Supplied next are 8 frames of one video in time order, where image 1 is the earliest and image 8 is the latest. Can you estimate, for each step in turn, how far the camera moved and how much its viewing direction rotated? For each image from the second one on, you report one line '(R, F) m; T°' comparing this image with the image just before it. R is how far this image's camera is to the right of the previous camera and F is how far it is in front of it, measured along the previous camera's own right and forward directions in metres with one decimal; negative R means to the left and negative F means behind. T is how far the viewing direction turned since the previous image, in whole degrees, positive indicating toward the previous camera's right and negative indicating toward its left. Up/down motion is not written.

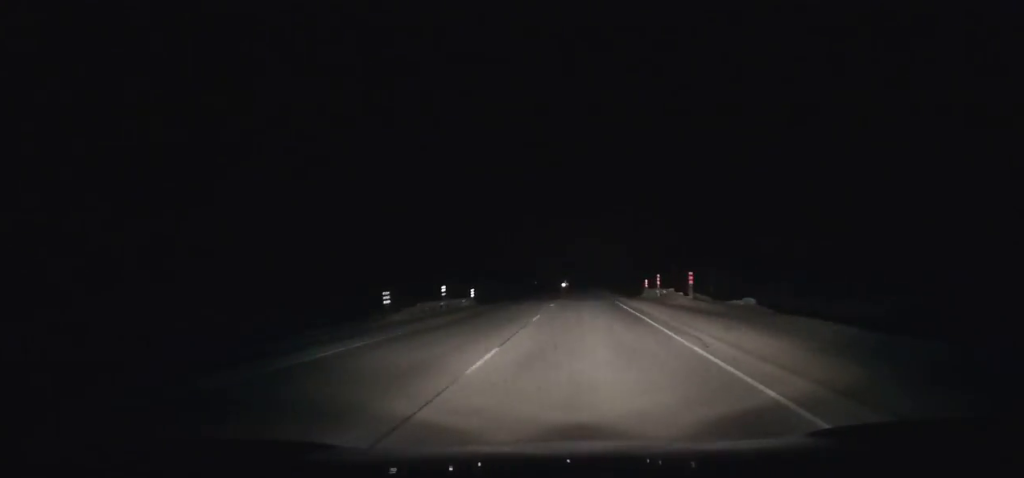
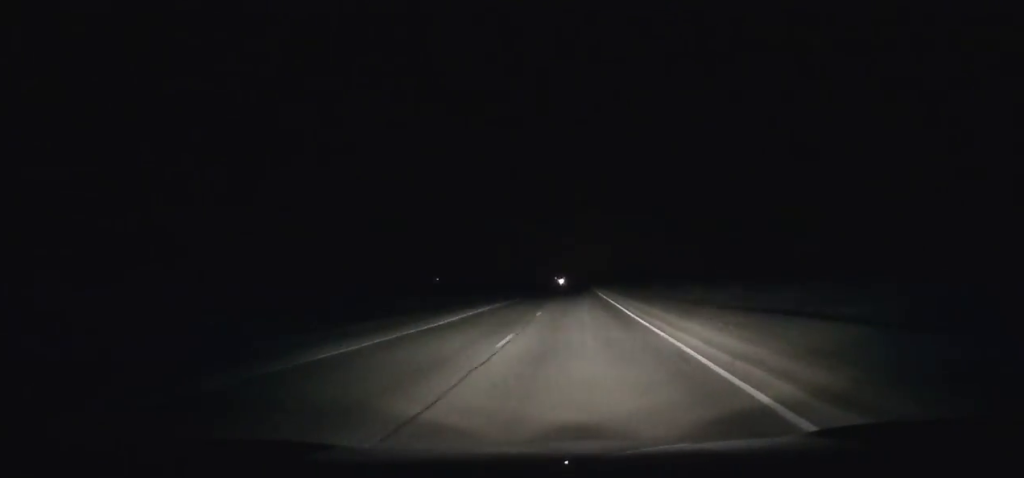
(-0.5, +127.7) m; 0°
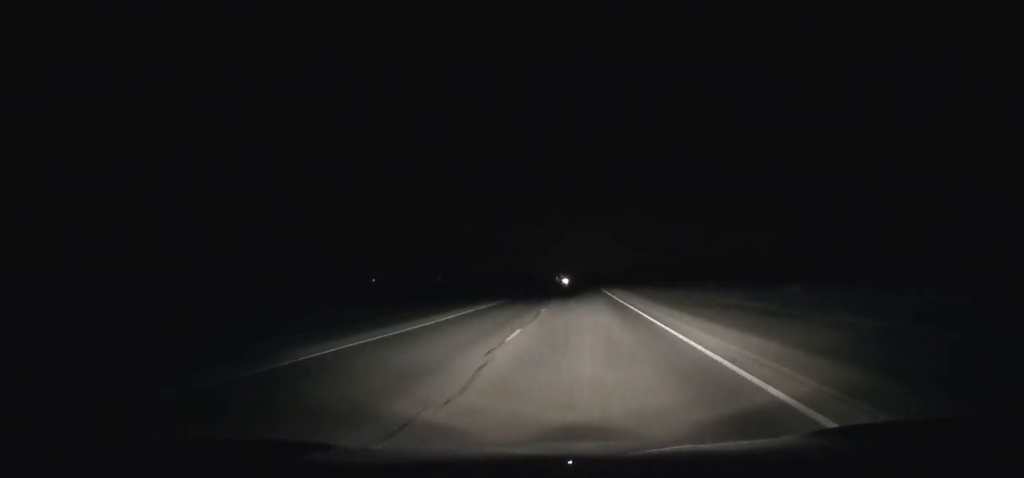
(0.0, +46.8) m; 0°
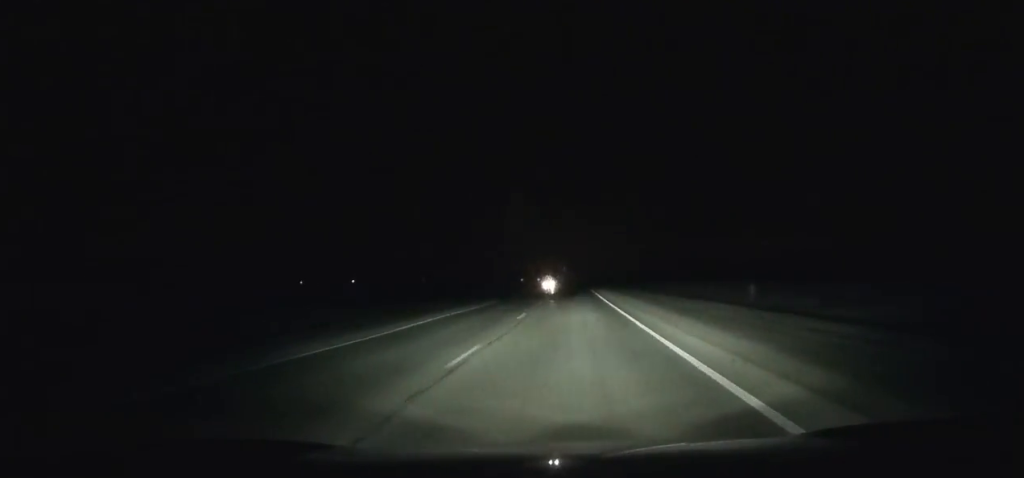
(+0.8, +146.6) m; 0°
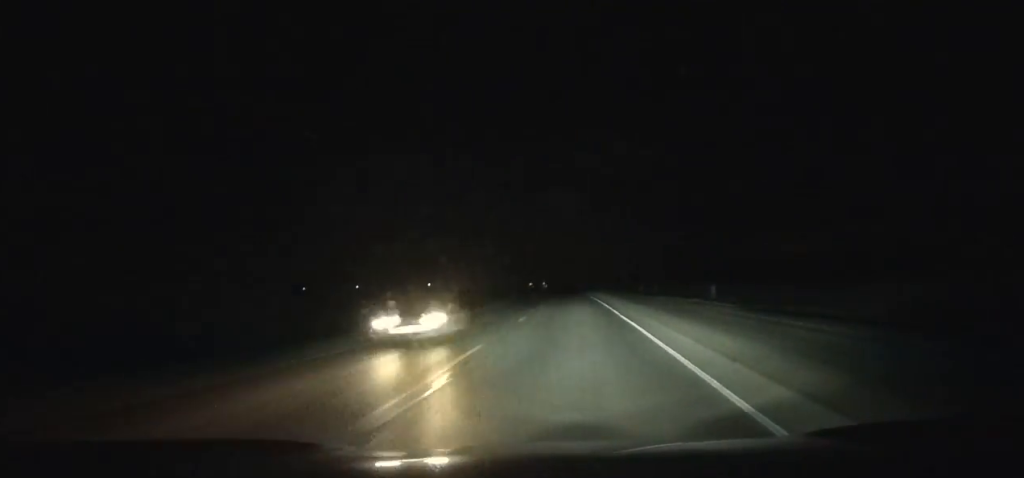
(-0.1, +58.7) m; -1°
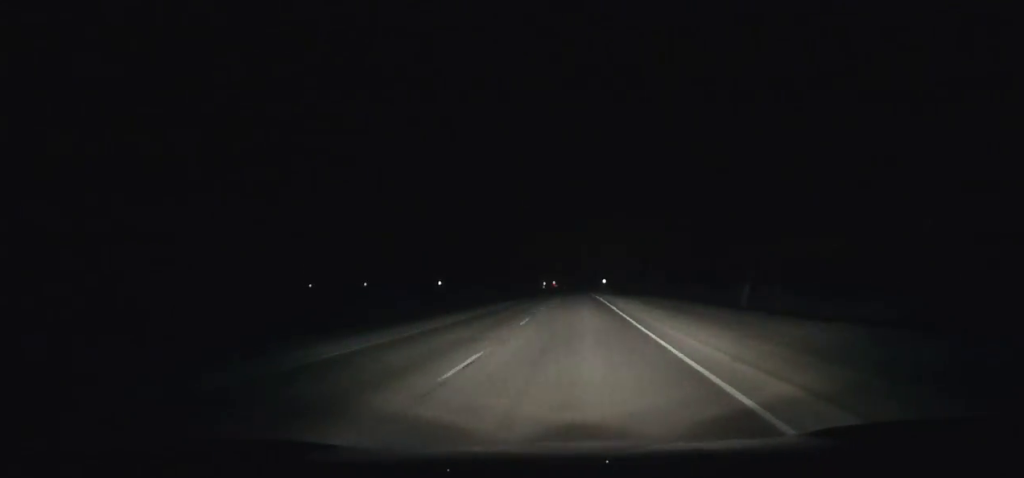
(-1.0, +73.3) m; -1°
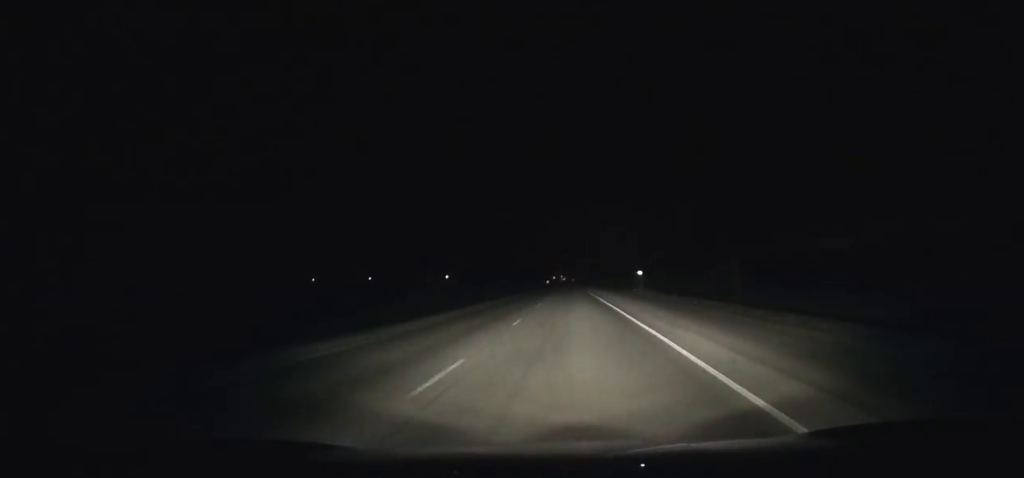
(-0.7, +61.7) m; -1°
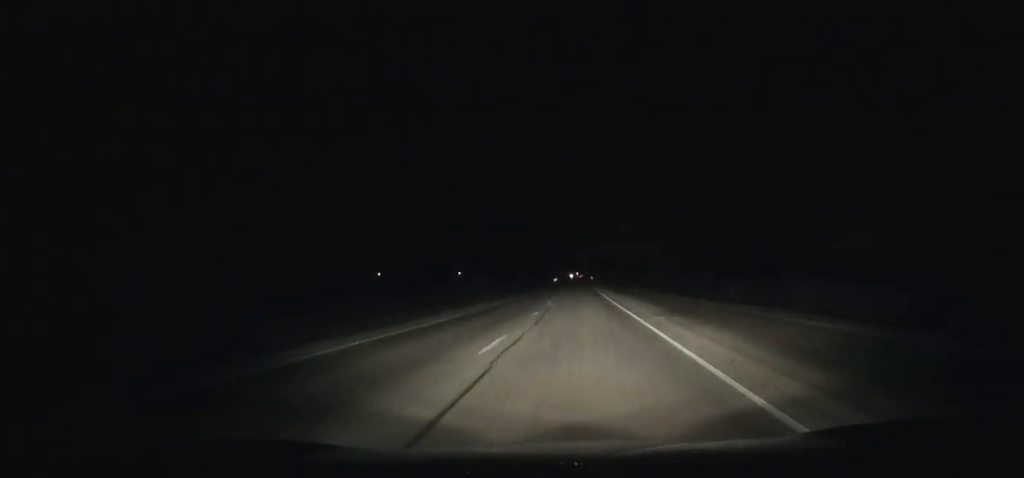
(-1.3, +91.6) m; -1°
